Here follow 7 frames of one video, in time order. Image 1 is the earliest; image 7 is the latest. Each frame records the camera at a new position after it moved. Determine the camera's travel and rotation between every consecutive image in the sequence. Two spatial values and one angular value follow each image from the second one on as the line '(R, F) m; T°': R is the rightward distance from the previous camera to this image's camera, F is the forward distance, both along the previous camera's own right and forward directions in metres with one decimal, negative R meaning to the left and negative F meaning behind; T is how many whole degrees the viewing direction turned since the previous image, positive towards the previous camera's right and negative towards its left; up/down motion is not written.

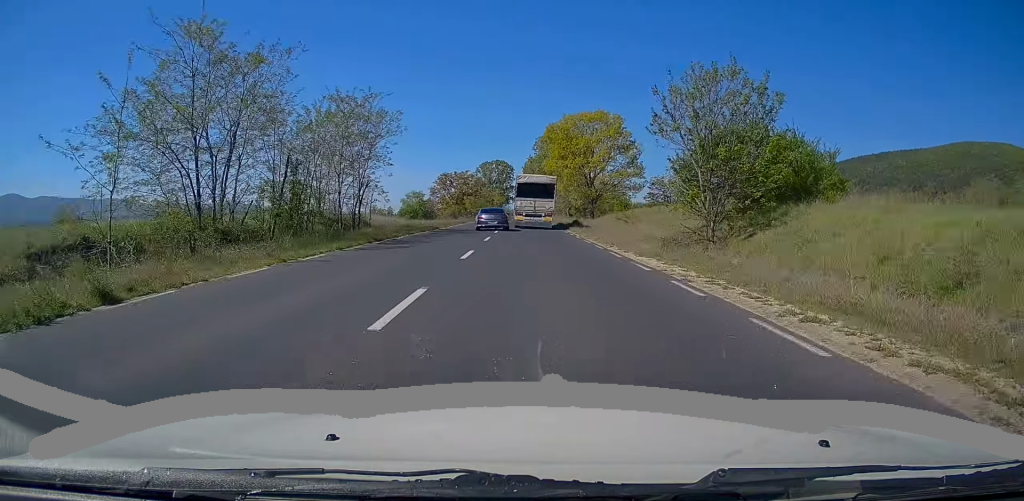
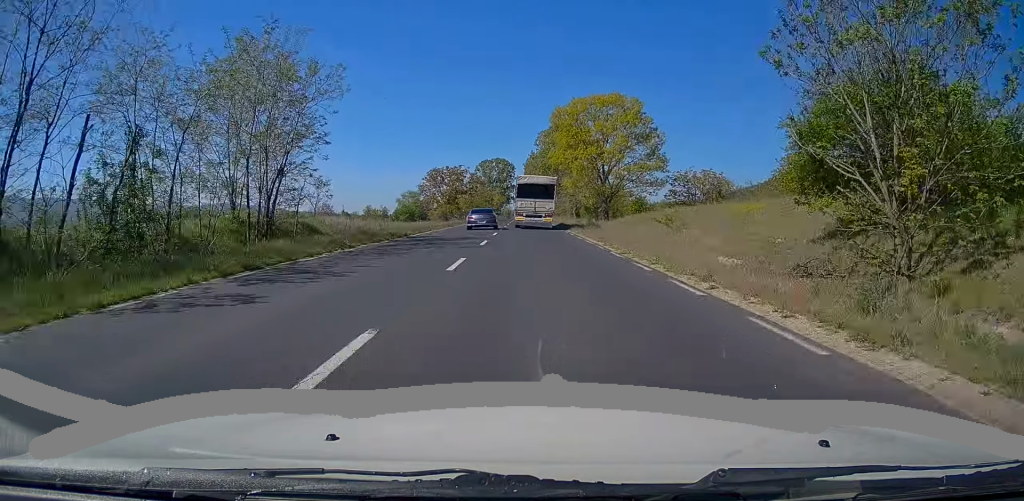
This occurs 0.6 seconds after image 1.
(0.0, +11.4) m; 0°
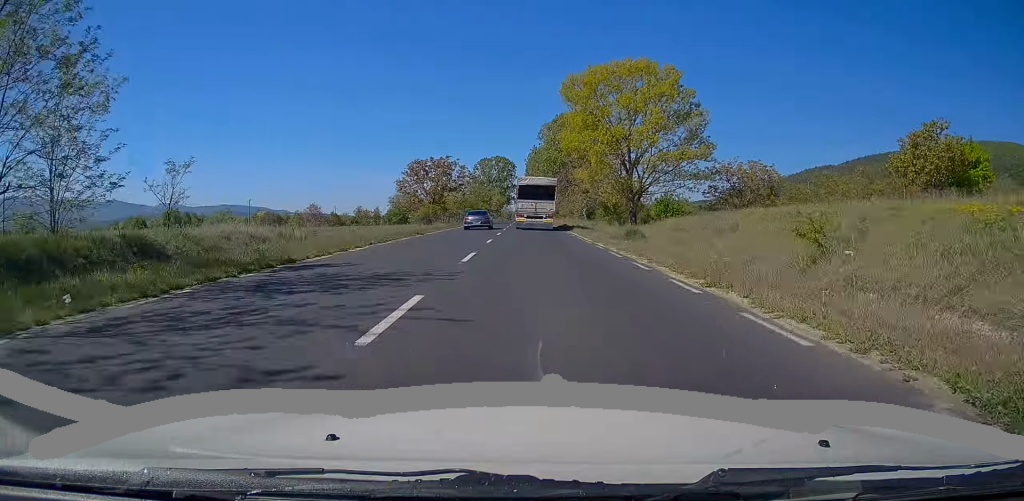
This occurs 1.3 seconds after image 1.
(+0.1, +15.0) m; 0°
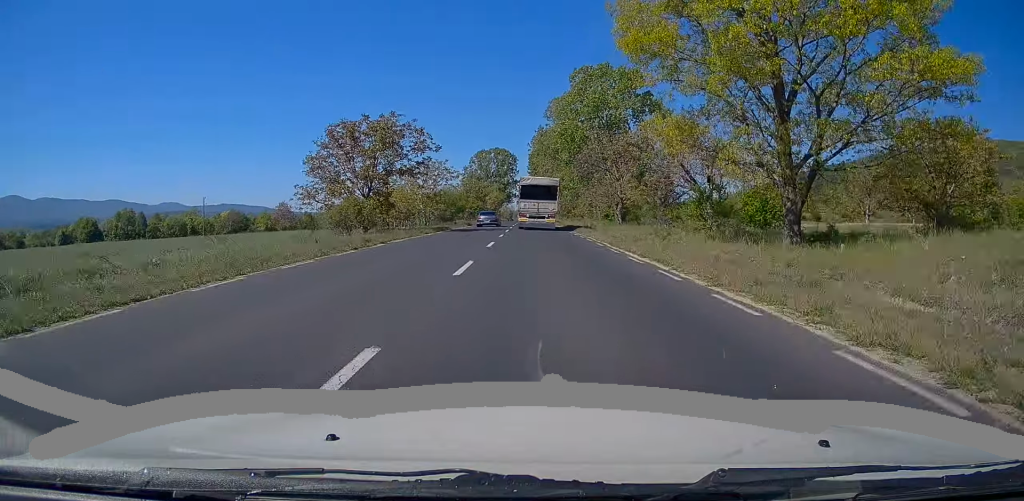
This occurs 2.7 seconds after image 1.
(+0.1, +29.5) m; -1°
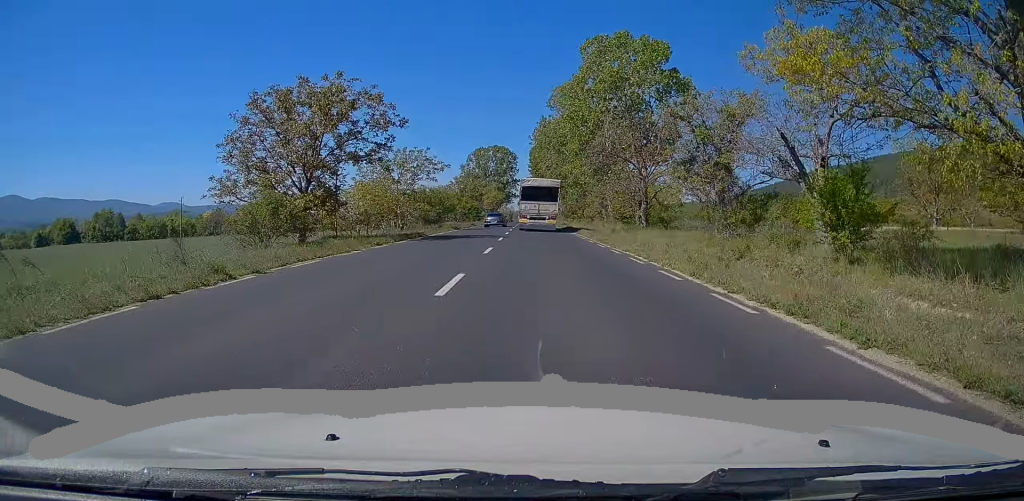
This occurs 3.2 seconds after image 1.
(-0.2, +11.5) m; 0°
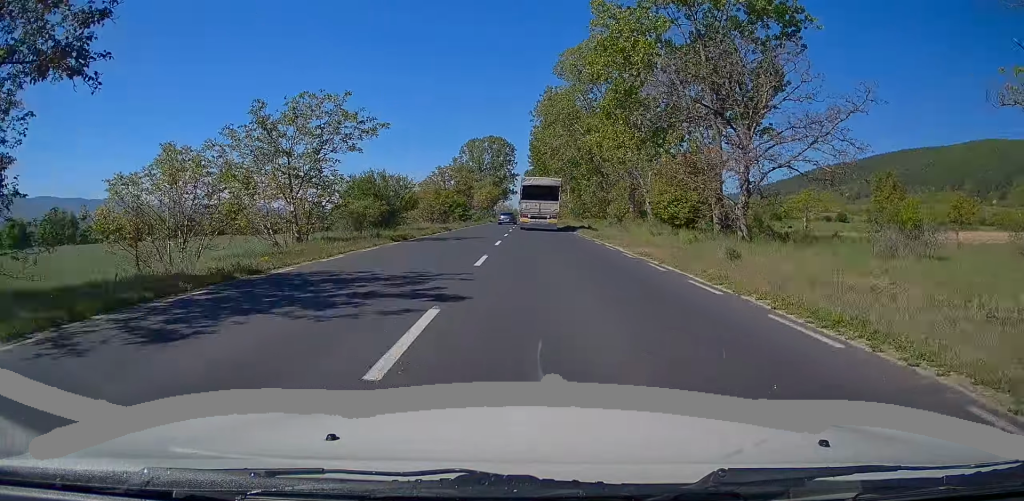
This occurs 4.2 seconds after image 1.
(+0.2, +21.8) m; +1°
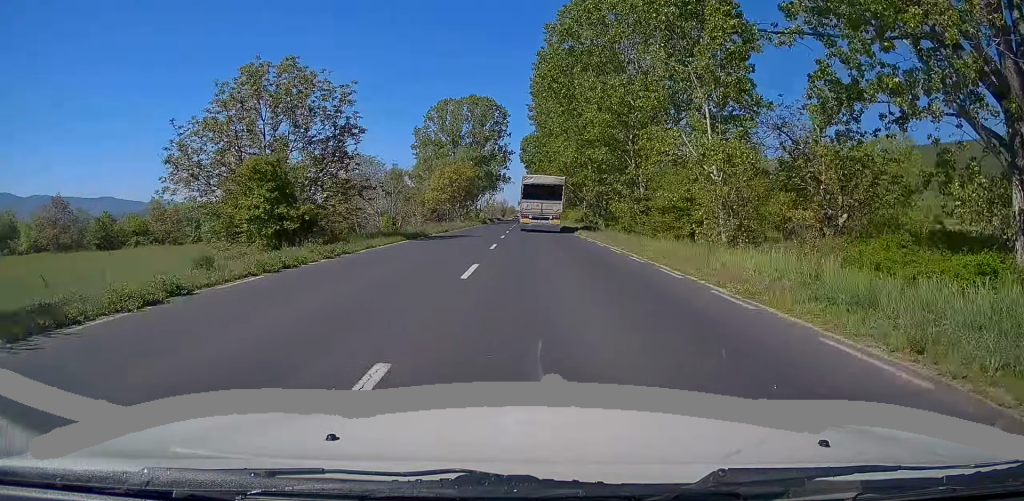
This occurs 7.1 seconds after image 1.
(+0.1, +64.5) m; 0°
